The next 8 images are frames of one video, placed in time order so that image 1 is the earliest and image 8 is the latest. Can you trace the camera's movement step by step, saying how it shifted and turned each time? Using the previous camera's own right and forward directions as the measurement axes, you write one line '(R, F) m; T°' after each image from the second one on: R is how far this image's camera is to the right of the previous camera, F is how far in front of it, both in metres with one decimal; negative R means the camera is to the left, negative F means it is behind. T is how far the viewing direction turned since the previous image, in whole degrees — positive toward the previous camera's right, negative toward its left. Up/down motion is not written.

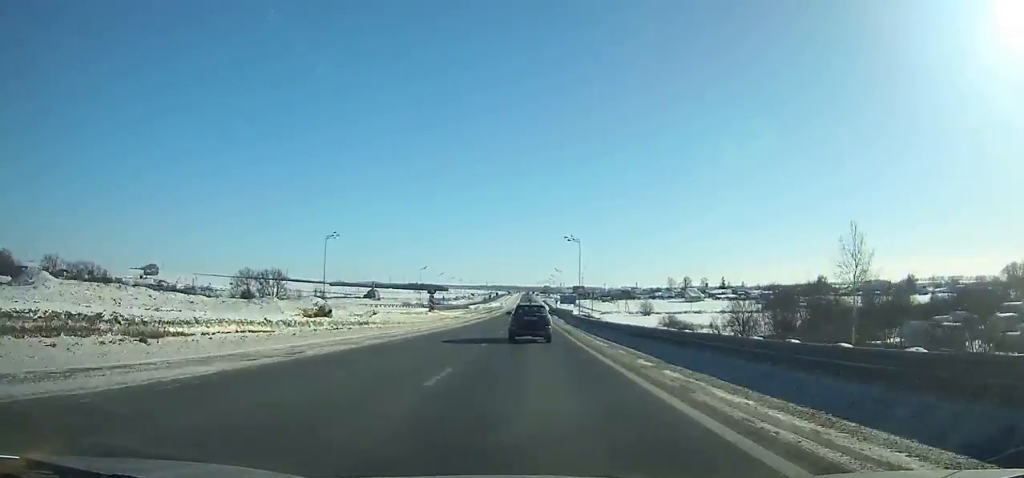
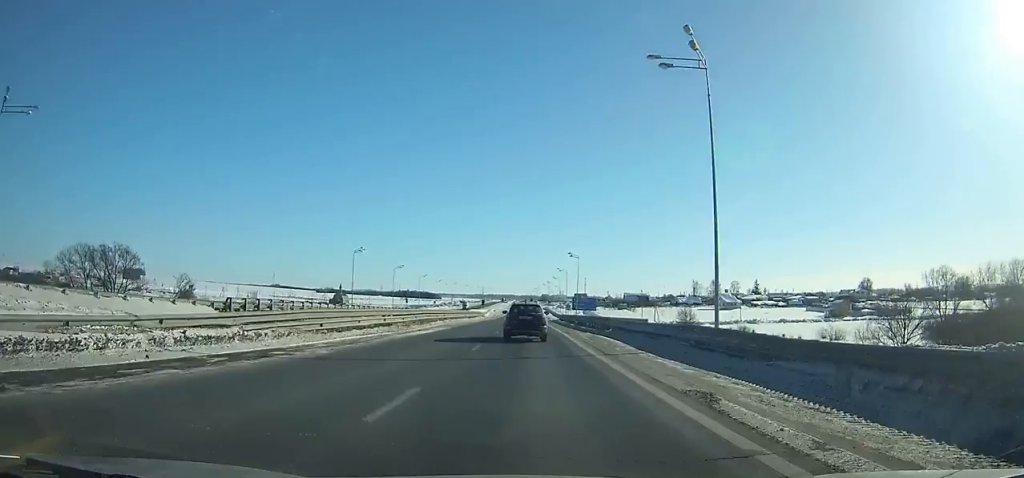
(+0.2, +63.1) m; 0°
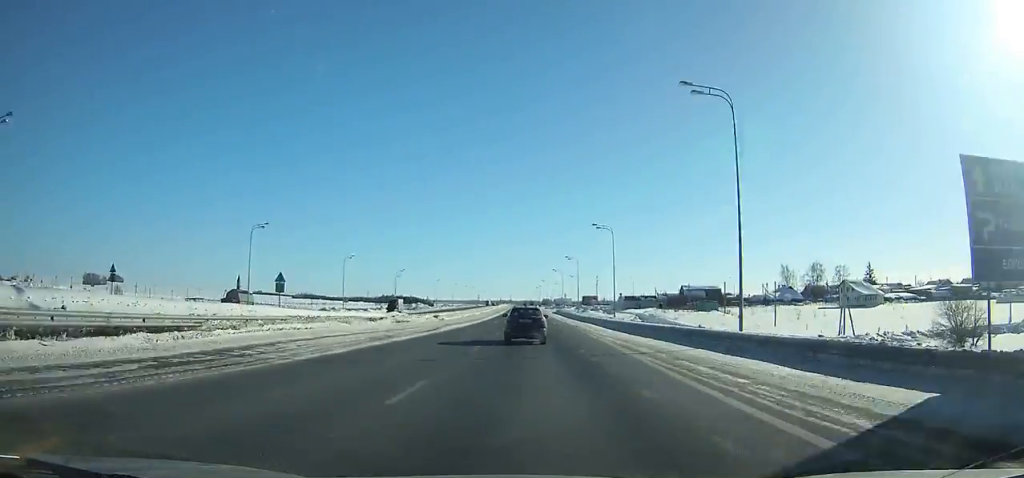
(+0.3, +118.8) m; 0°
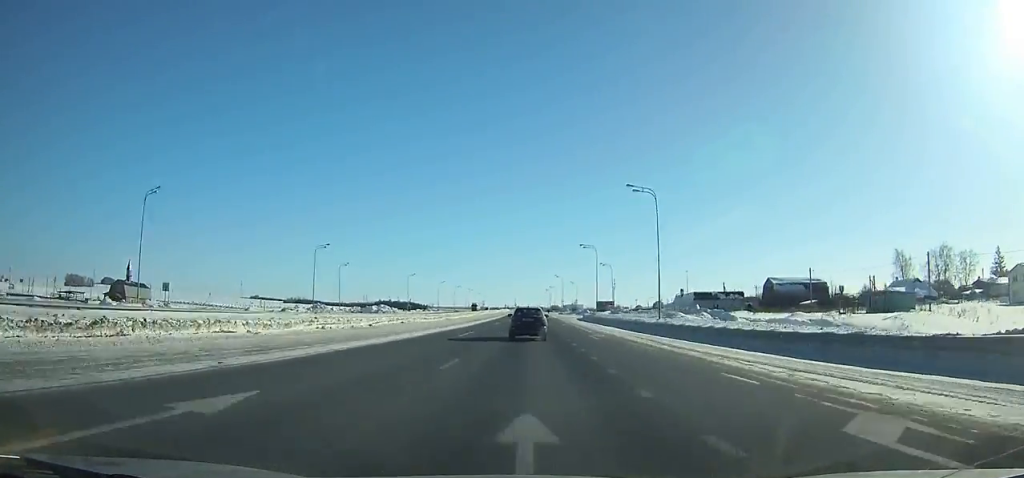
(-0.4, +67.8) m; -1°
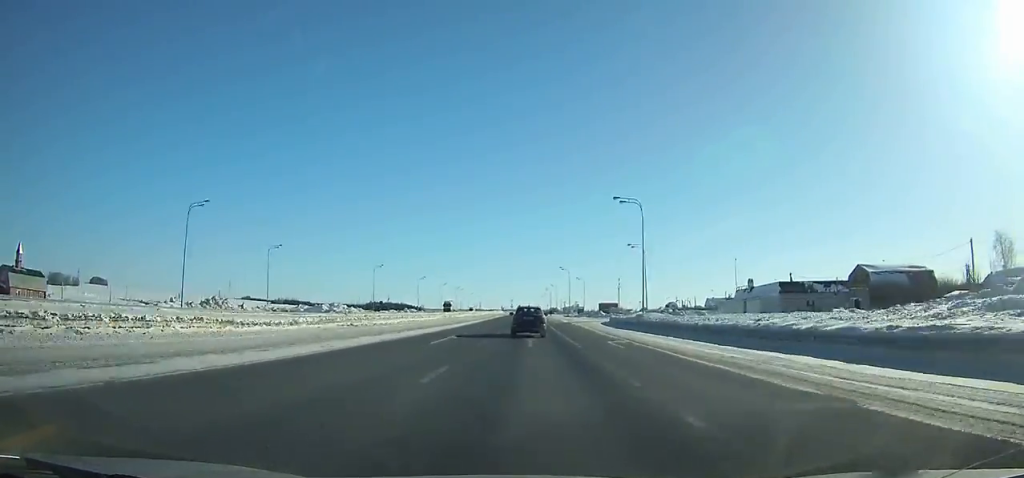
(-0.2, +38.4) m; 0°
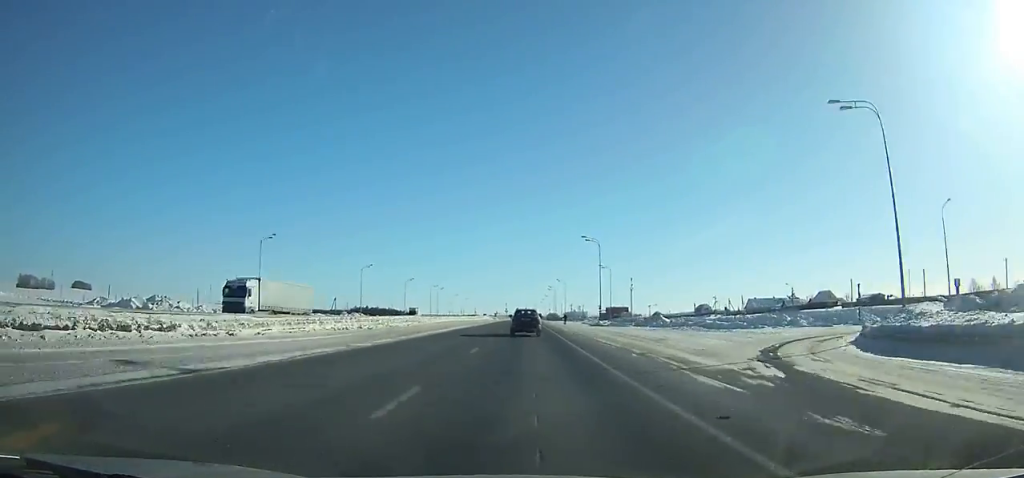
(0.0, +63.3) m; 0°
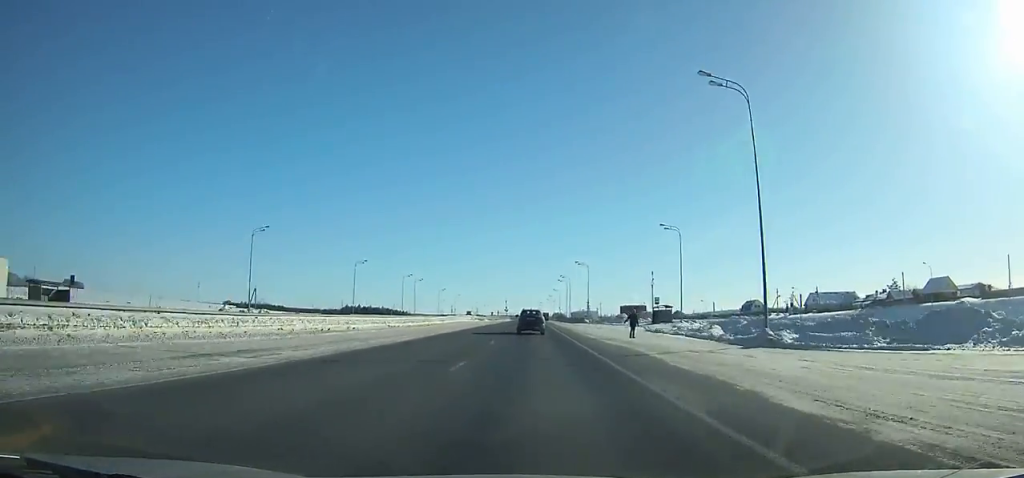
(0.0, +54.5) m; 0°
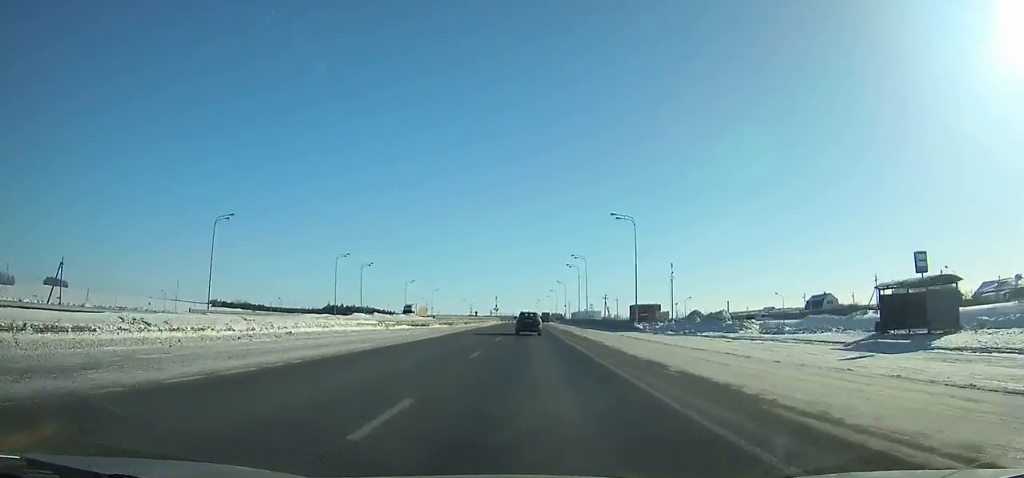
(+0.2, +54.6) m; 0°
